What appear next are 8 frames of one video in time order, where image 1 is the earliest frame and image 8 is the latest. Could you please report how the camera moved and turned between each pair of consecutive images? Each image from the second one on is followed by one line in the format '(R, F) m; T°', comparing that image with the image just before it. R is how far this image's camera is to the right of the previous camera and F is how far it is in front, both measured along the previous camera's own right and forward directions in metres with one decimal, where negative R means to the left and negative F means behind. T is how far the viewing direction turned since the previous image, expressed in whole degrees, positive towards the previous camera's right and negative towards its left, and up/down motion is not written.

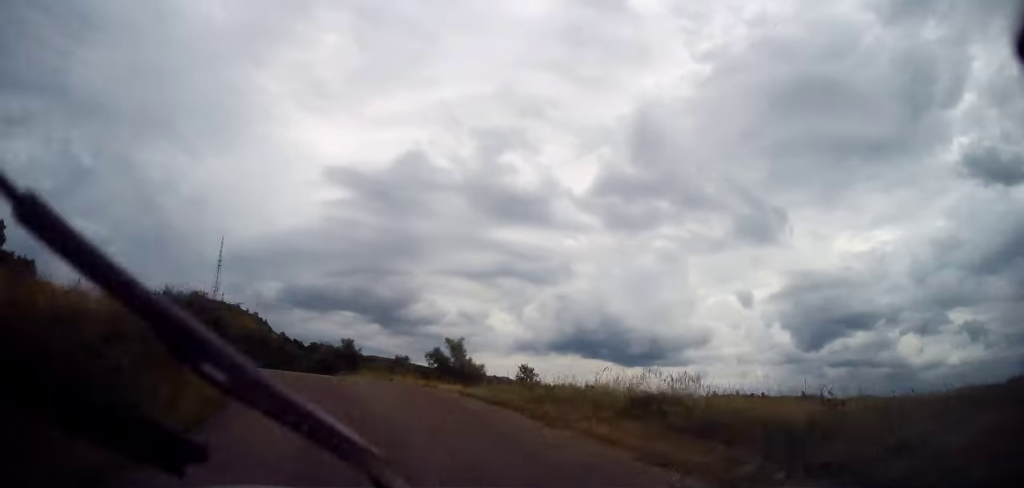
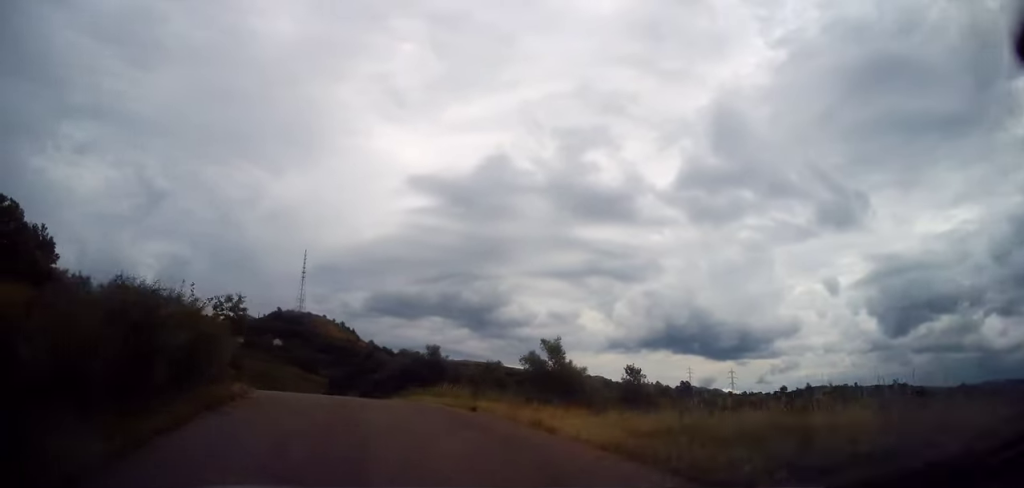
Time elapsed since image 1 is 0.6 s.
(-0.6, +6.7) m; -7°
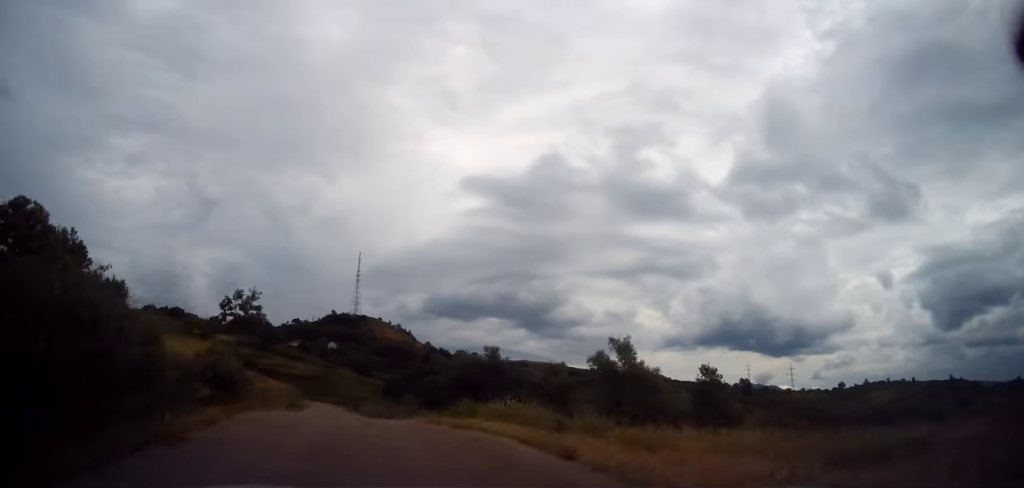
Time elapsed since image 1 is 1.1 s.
(-0.2, +4.9) m; -5°
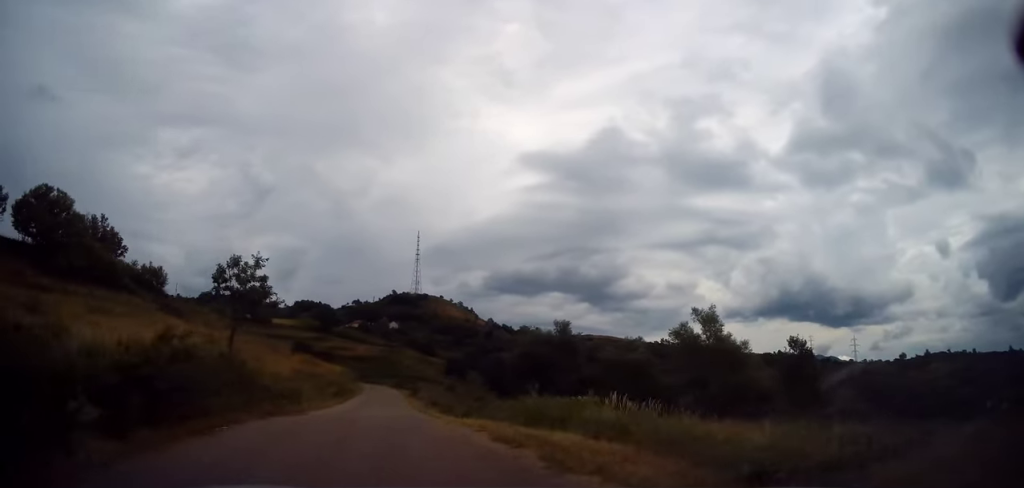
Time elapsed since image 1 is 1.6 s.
(-0.2, +5.5) m; -6°
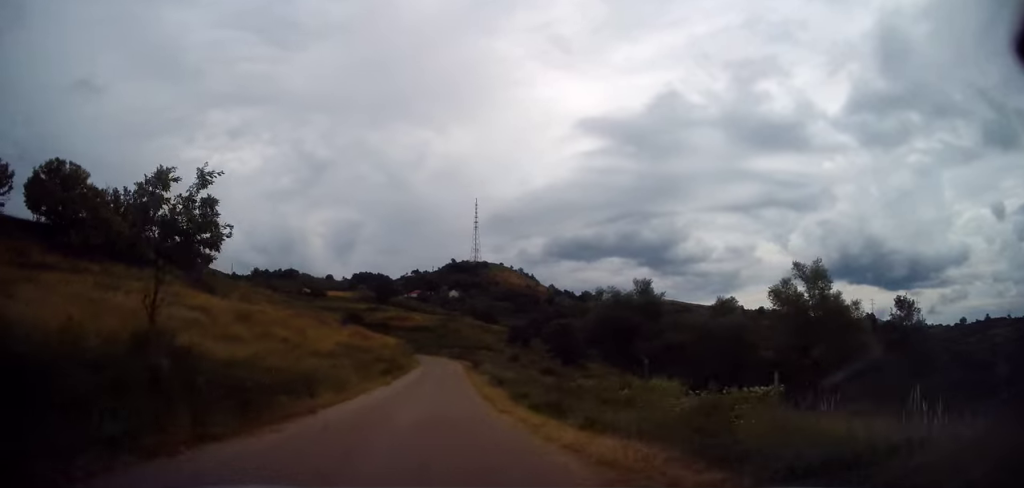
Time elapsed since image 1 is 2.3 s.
(-0.6, +7.2) m; -7°
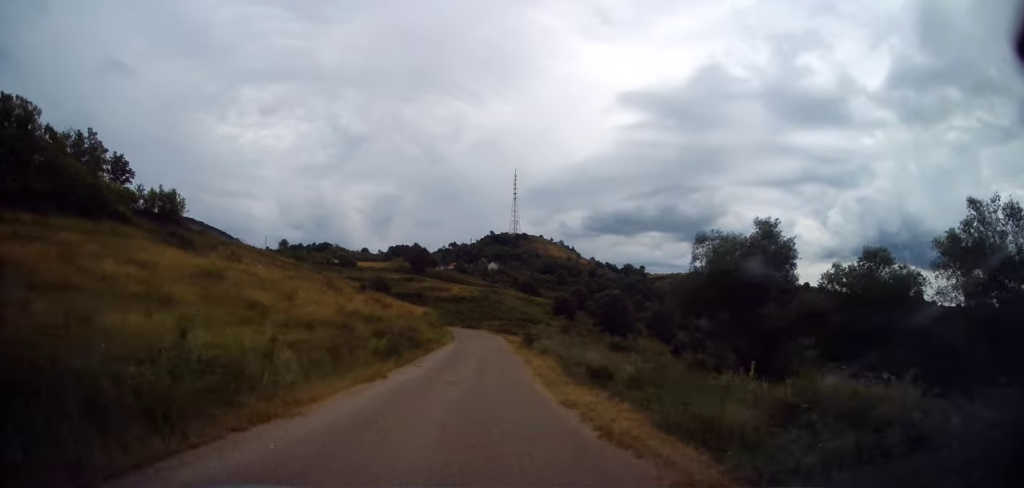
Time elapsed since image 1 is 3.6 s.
(-1.2, +13.8) m; -6°
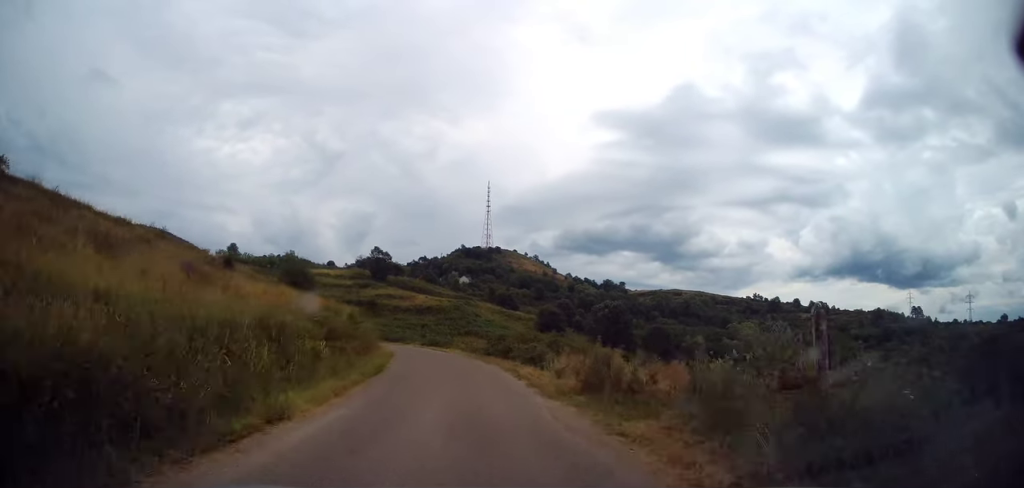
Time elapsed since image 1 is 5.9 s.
(+0.8, +28.0) m; +2°
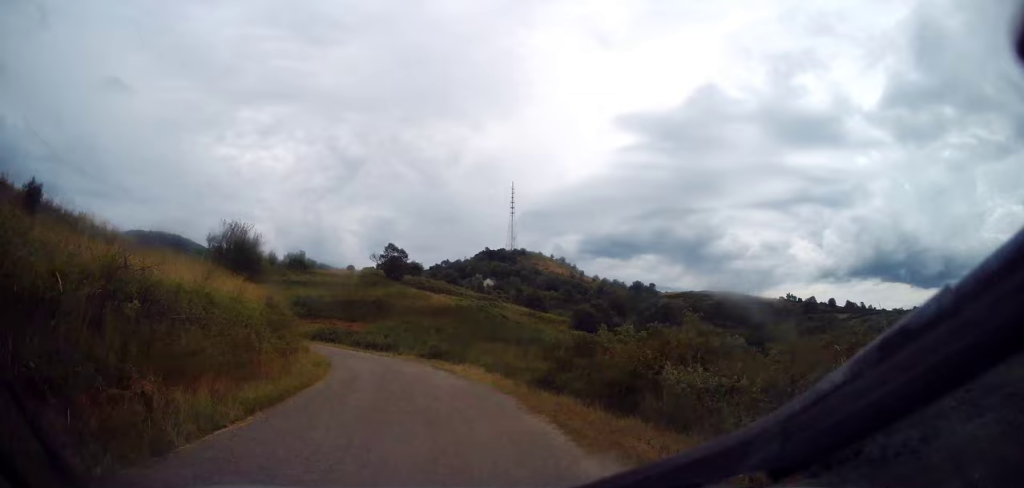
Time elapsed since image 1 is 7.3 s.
(-0.2, +17.5) m; -3°
